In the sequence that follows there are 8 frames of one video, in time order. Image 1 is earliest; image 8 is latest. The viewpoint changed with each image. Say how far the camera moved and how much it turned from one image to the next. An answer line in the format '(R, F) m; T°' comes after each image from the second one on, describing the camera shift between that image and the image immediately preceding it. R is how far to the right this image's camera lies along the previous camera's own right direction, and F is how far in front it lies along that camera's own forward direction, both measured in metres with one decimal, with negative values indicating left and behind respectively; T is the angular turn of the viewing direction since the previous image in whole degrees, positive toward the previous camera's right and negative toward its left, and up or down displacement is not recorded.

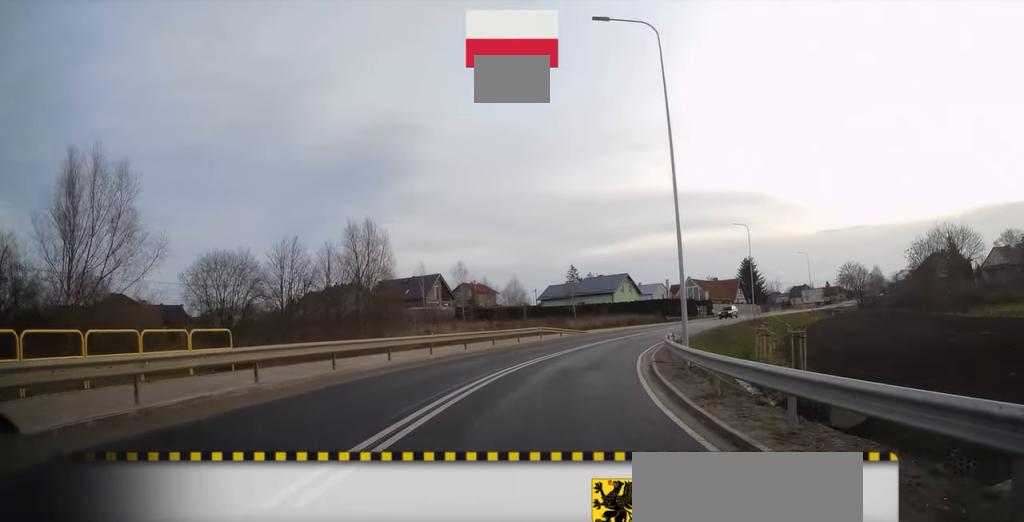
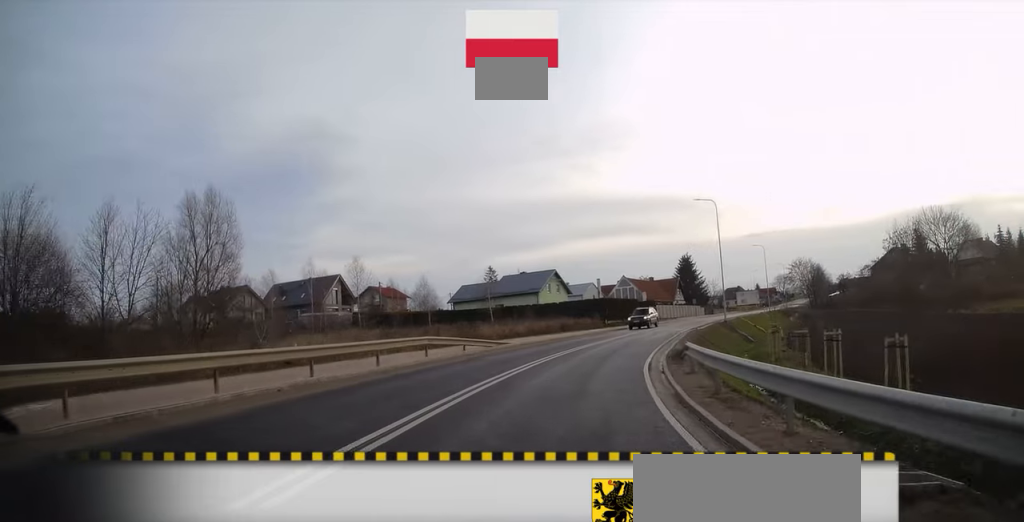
(+0.4, +16.7) m; +5°
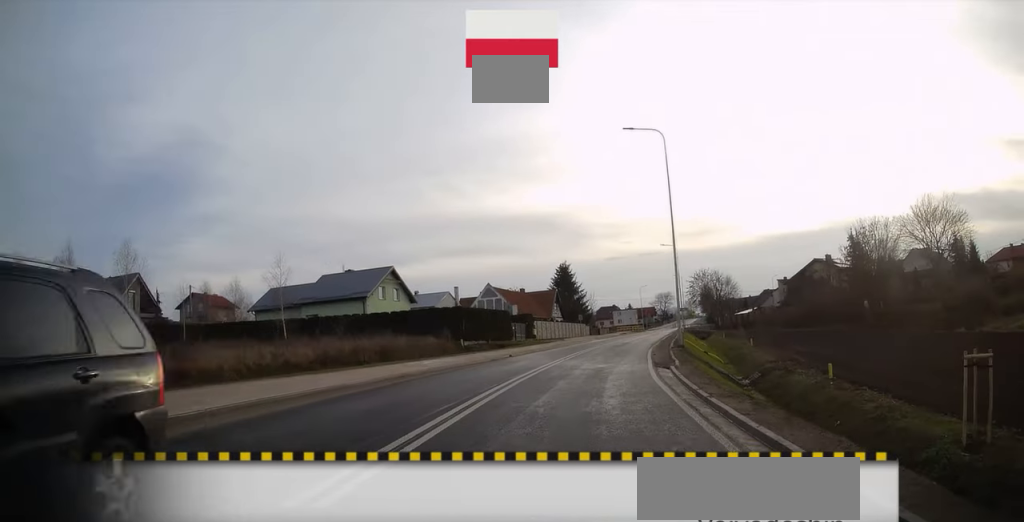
(+2.2, +25.4) m; +11°
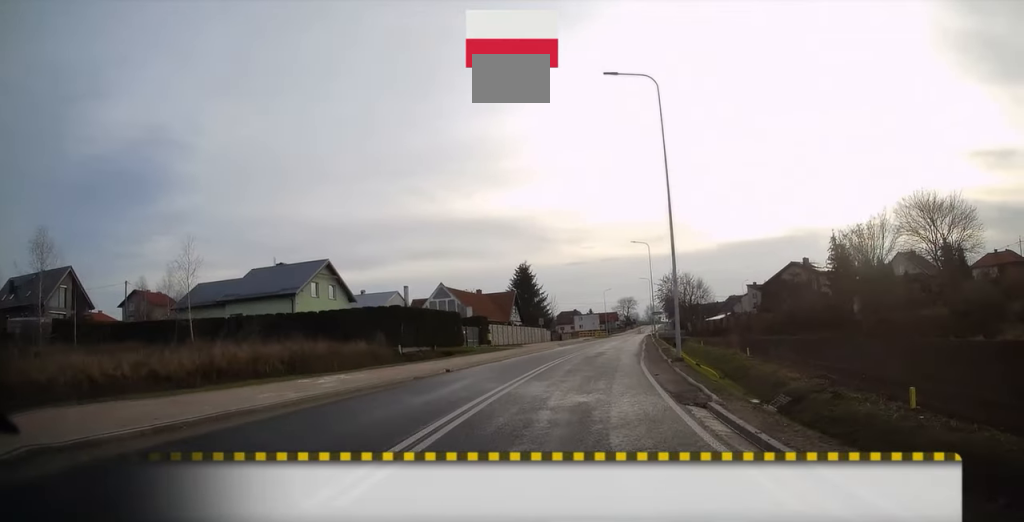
(+0.5, +7.7) m; +4°
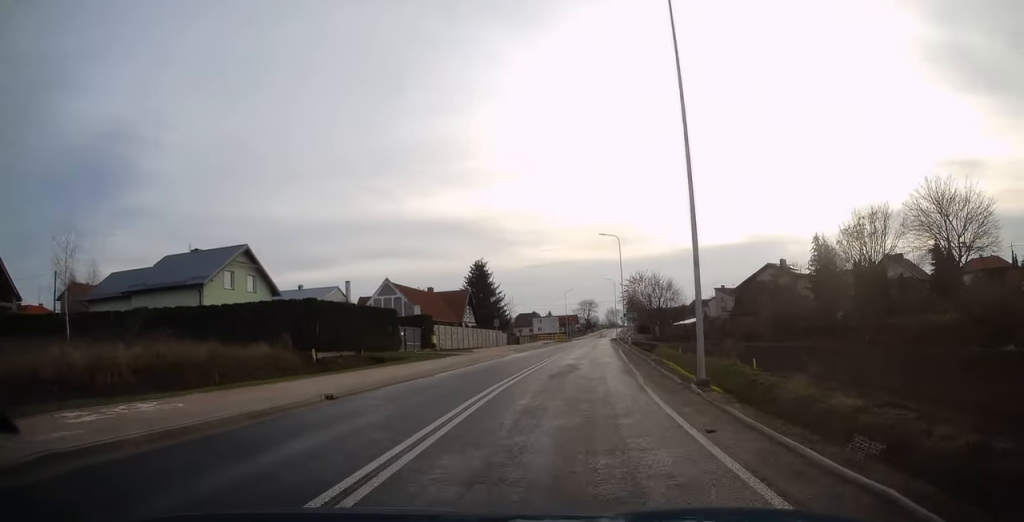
(0.0, +8.2) m; +4°
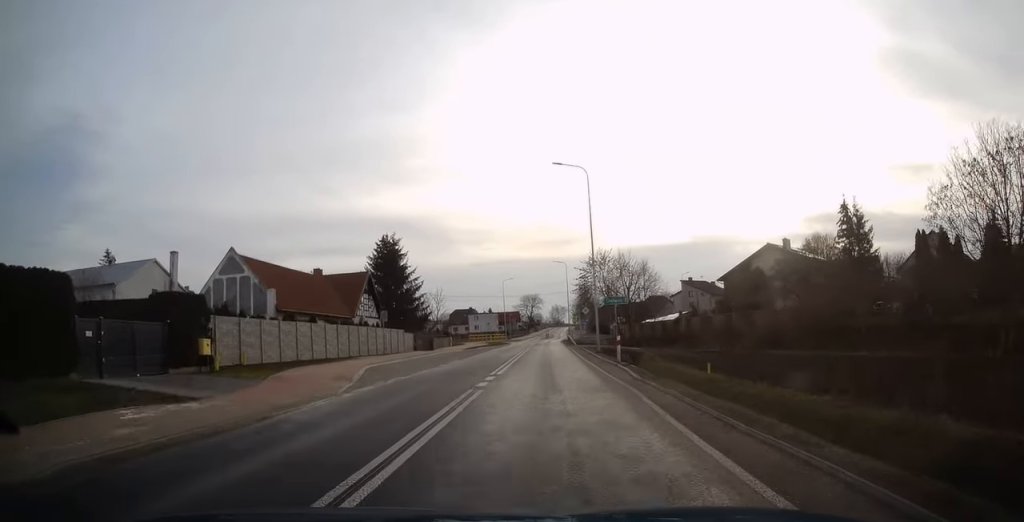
(+2.8, +26.2) m; +10°
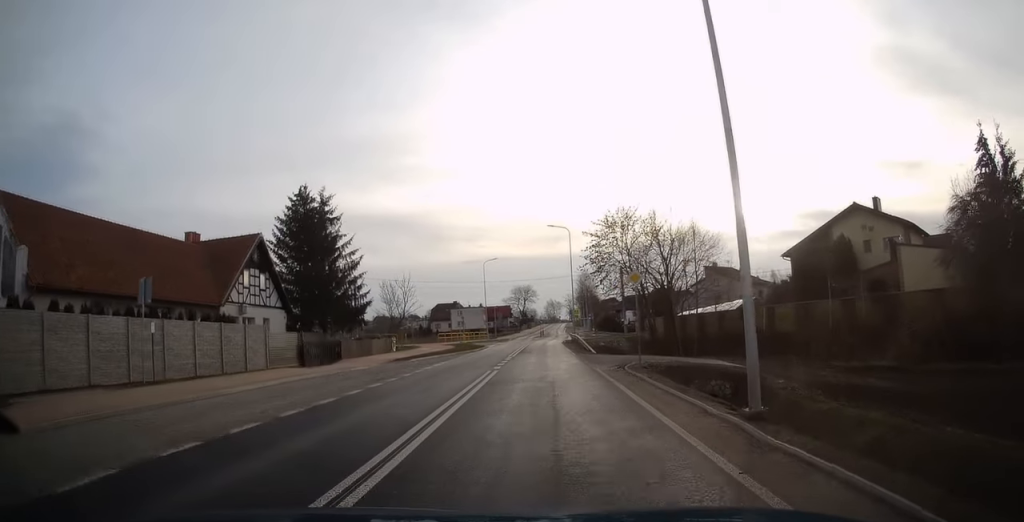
(+1.5, +26.4) m; +4°
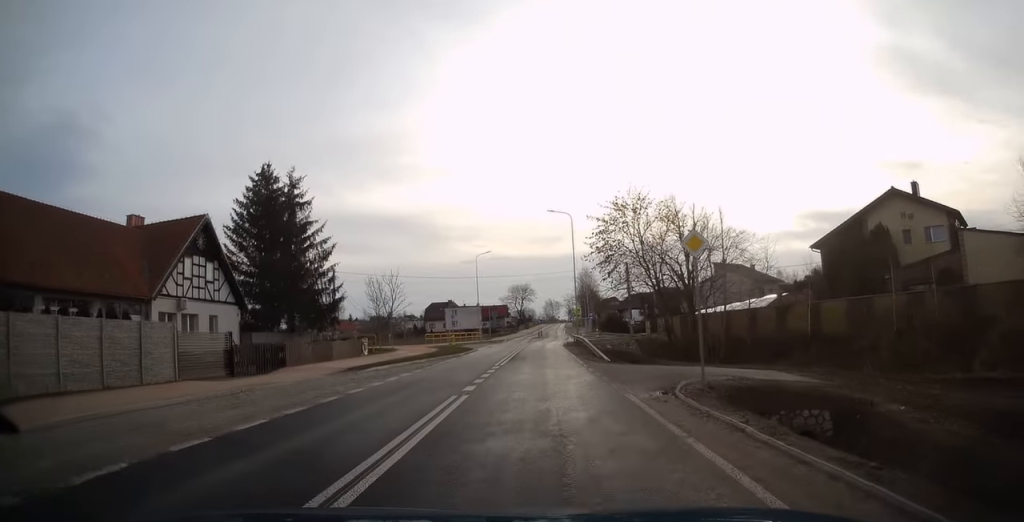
(-0.2, +7.6) m; 0°
